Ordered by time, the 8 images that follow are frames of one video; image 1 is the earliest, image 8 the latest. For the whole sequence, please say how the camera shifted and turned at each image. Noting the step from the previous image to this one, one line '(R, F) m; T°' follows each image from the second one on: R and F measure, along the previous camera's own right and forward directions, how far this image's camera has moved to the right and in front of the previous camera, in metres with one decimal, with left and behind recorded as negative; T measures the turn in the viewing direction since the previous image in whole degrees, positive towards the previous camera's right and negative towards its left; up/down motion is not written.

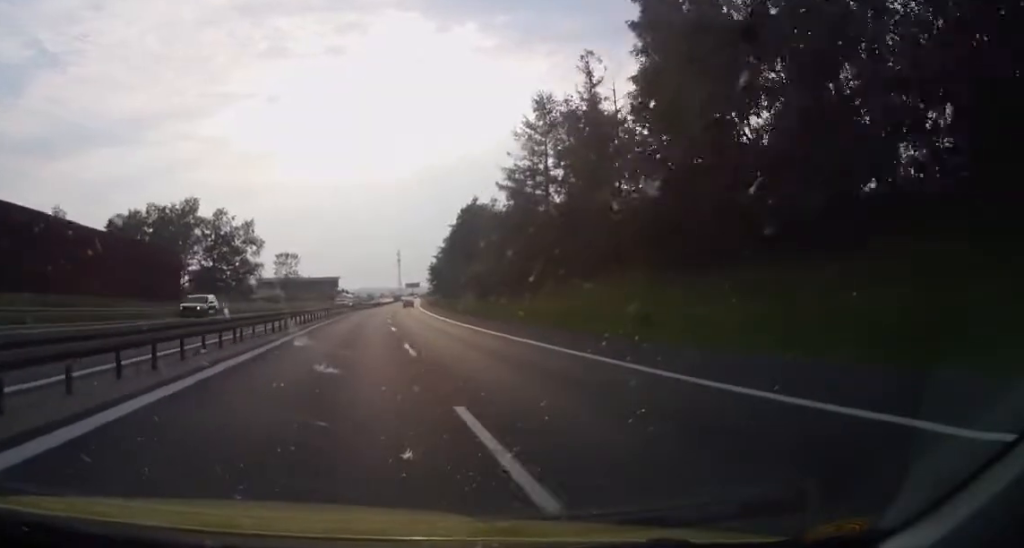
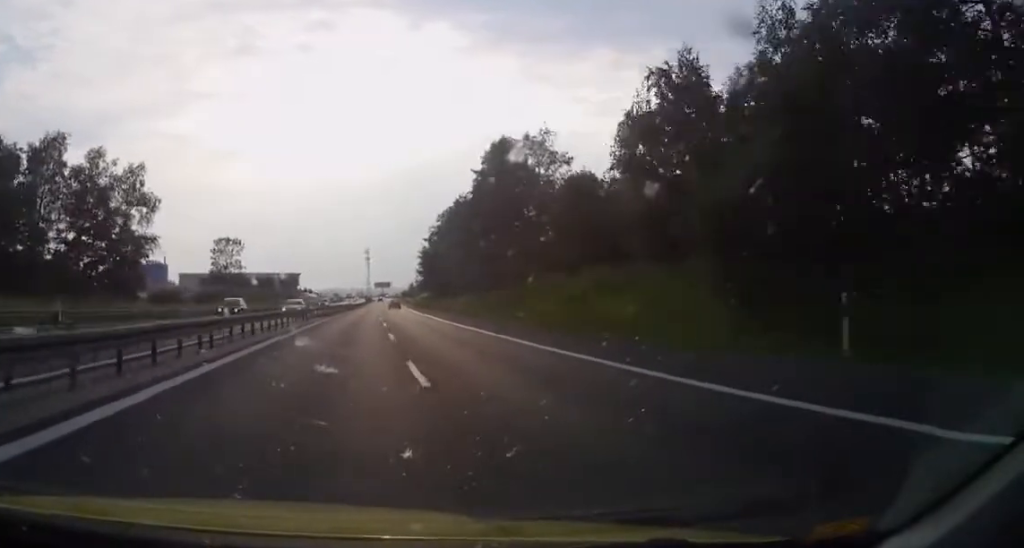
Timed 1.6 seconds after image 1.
(+1.1, +53.0) m; +5°
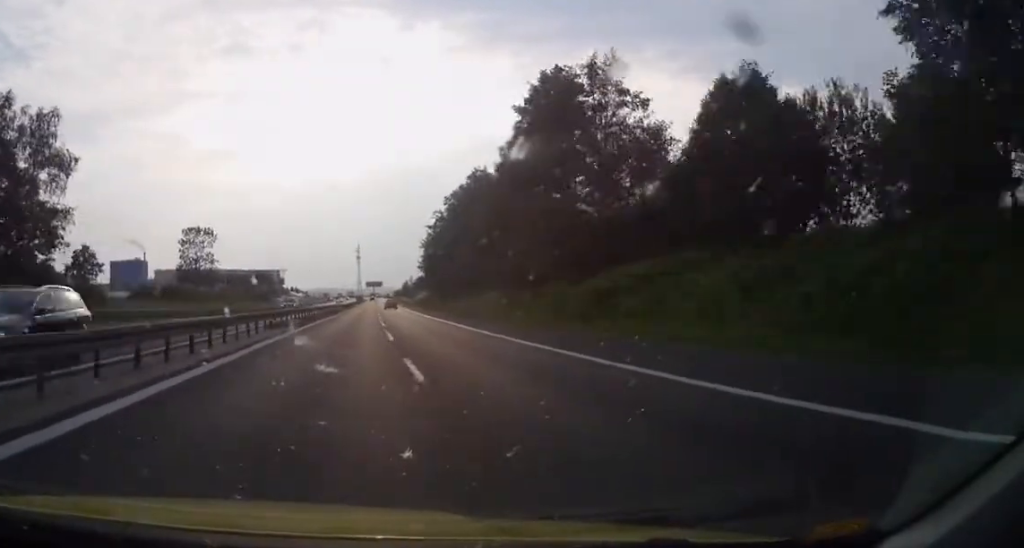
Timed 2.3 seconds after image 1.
(+1.3, +23.7) m; +3°
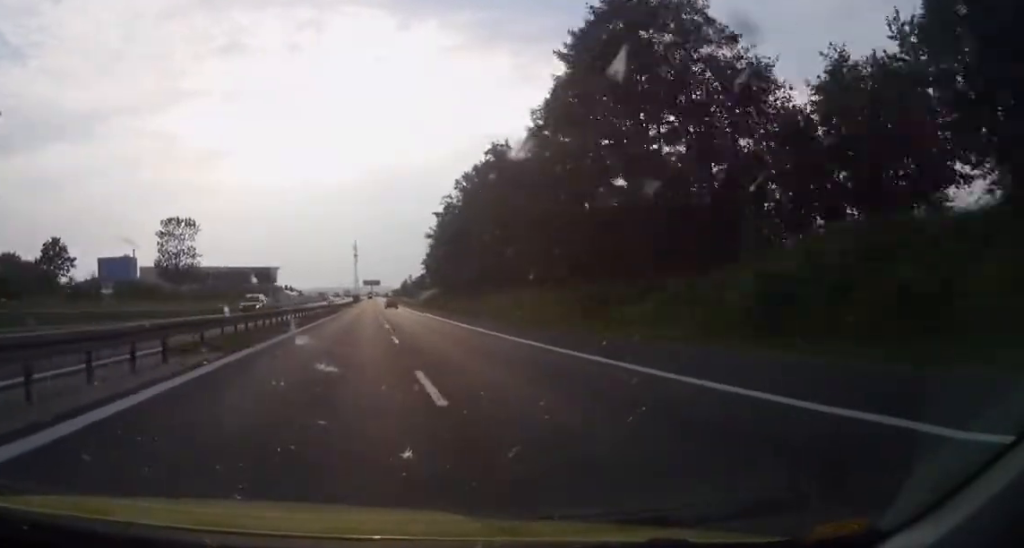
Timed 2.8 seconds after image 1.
(+0.2, +14.7) m; +1°
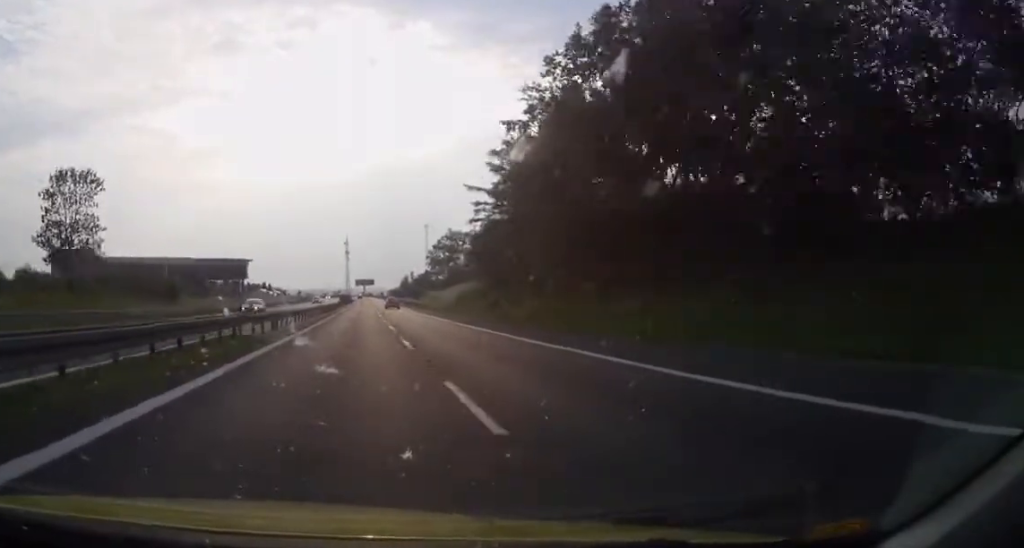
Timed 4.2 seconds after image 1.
(0.0, +50.2) m; 0°
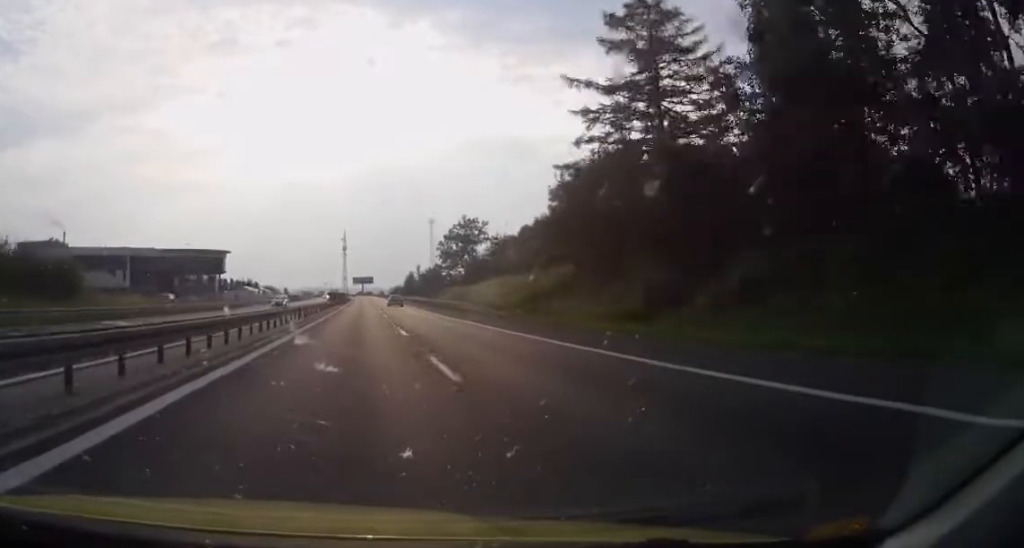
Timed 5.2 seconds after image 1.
(0.0, +32.3) m; 0°
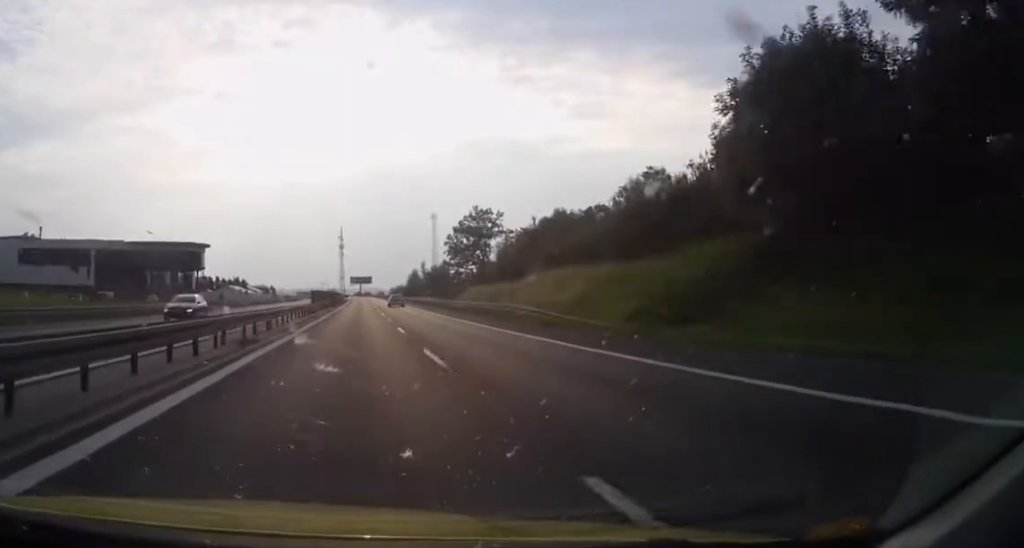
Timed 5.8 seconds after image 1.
(0.0, +22.1) m; 0°
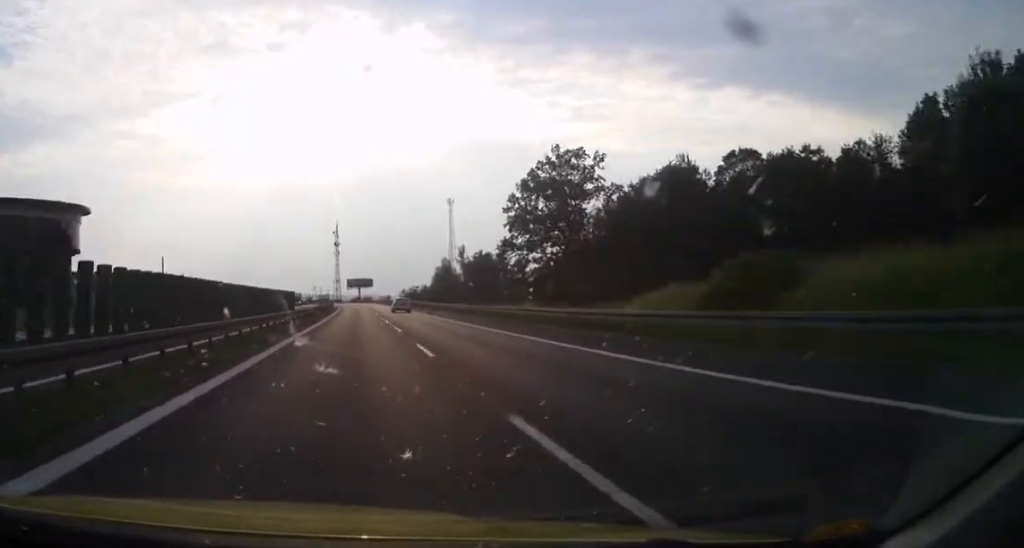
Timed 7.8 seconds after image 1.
(0.0, +71.1) m; 0°
